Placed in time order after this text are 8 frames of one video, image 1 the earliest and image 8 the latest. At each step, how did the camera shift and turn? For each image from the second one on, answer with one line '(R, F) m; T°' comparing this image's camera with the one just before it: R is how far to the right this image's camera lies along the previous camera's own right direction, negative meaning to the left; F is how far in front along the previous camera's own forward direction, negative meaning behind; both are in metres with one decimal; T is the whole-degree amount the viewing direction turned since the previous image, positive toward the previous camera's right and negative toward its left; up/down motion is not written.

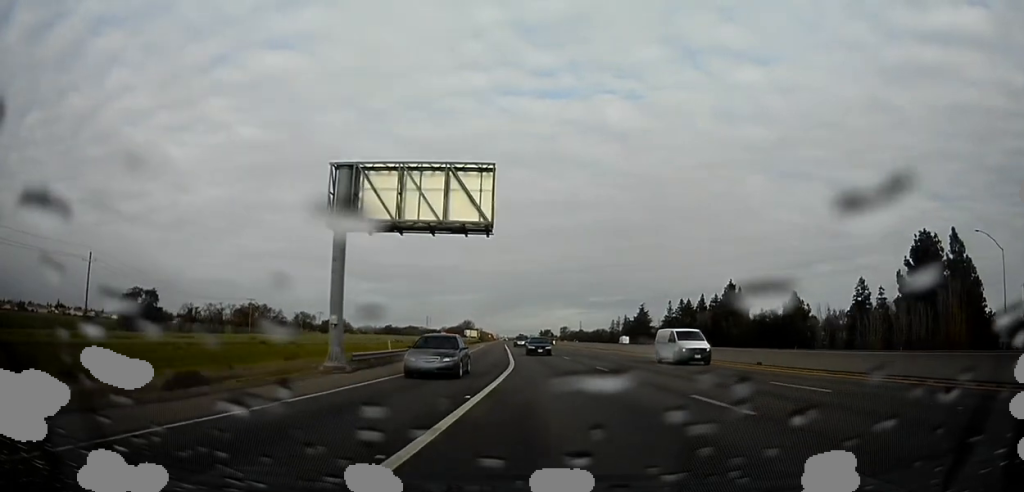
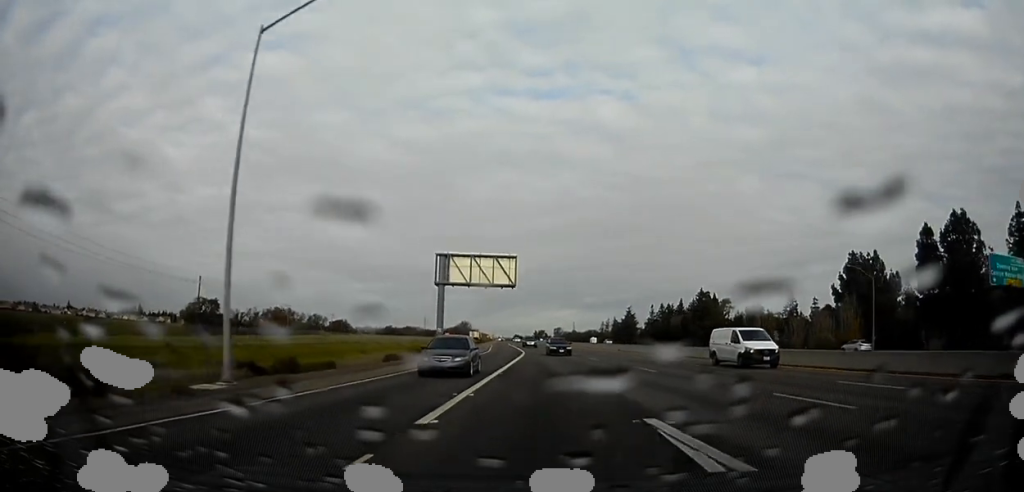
(+0.3, +28.7) m; +1°
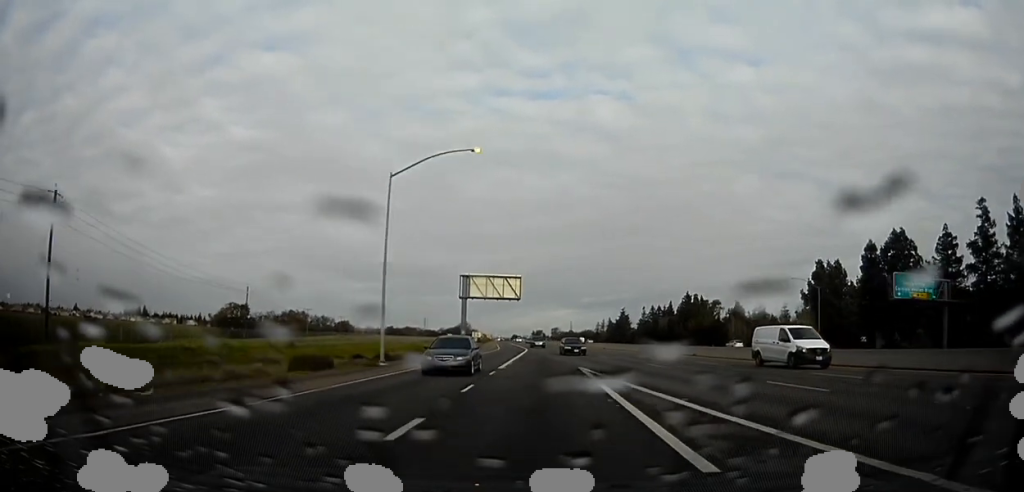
(+0.1, +18.4) m; +1°
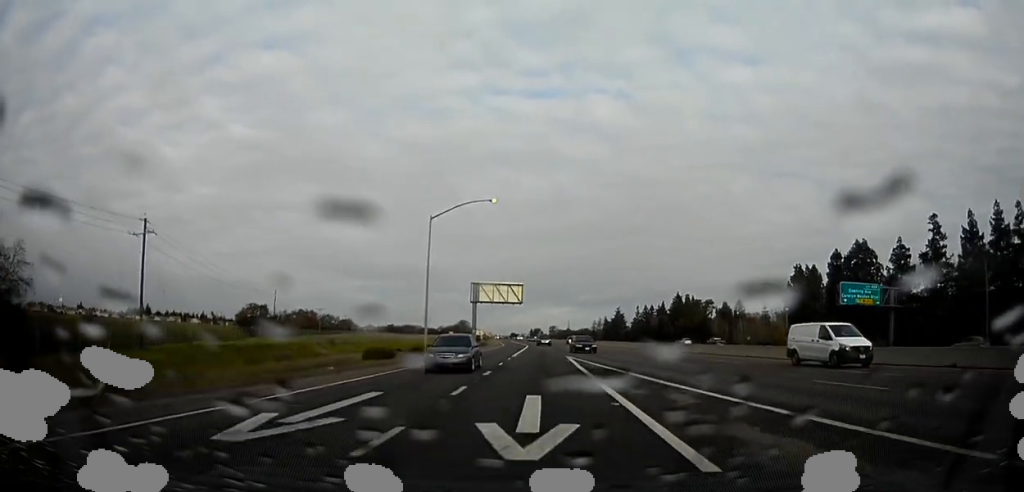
(+0.1, +12.8) m; 0°
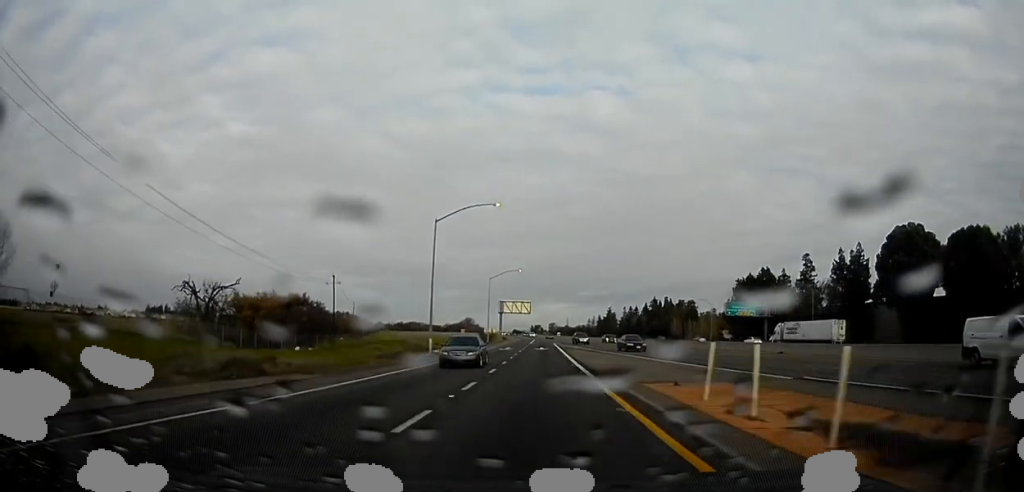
(+0.1, +53.5) m; 0°
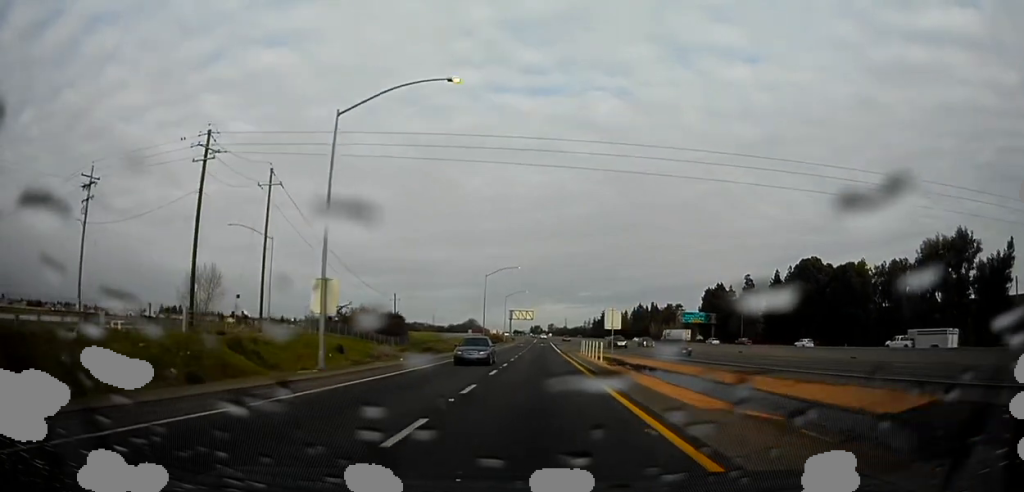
(-0.1, +43.6) m; 0°
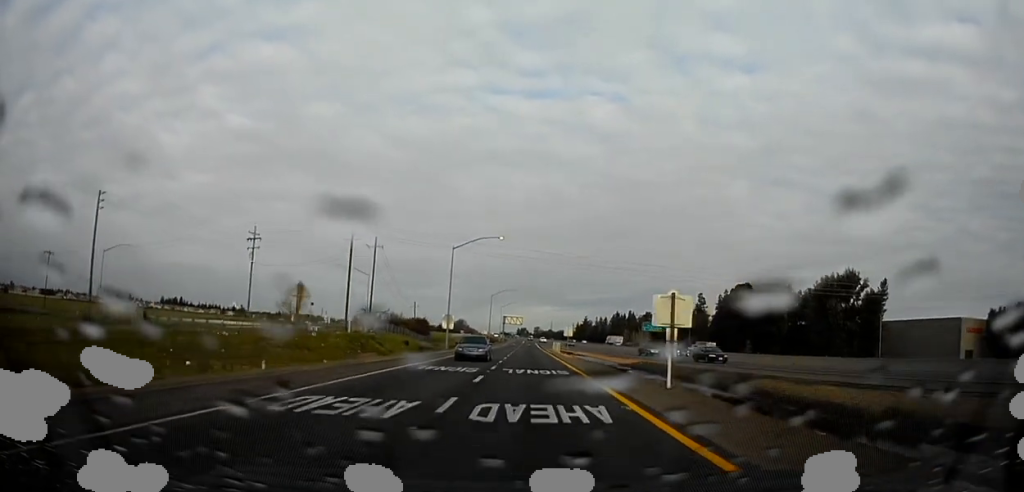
(+0.3, +39.5) m; +1°
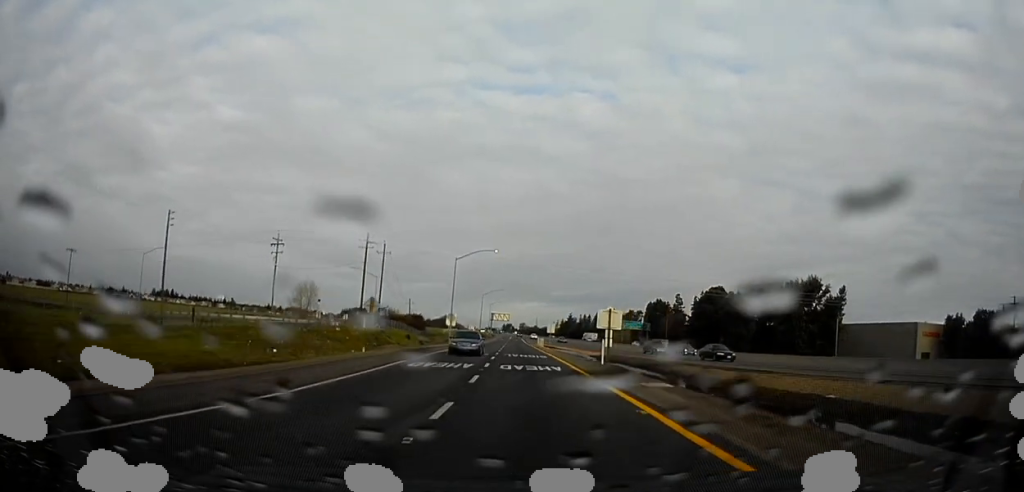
(+0.1, +14.2) m; +1°
